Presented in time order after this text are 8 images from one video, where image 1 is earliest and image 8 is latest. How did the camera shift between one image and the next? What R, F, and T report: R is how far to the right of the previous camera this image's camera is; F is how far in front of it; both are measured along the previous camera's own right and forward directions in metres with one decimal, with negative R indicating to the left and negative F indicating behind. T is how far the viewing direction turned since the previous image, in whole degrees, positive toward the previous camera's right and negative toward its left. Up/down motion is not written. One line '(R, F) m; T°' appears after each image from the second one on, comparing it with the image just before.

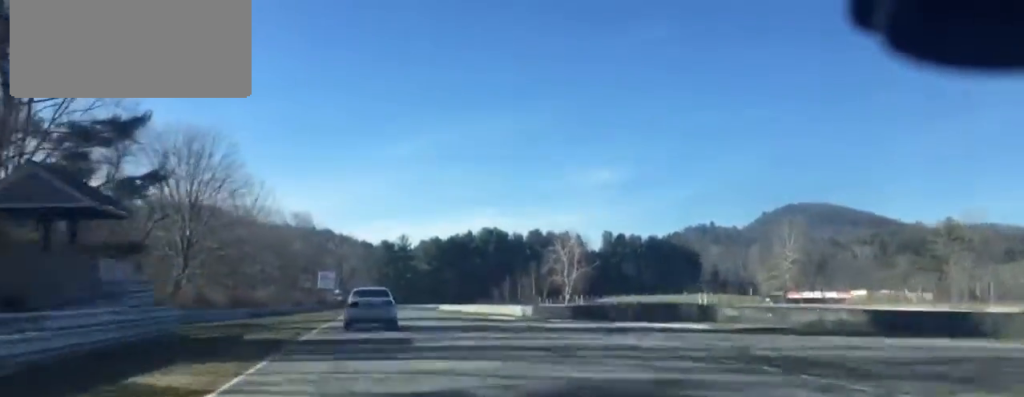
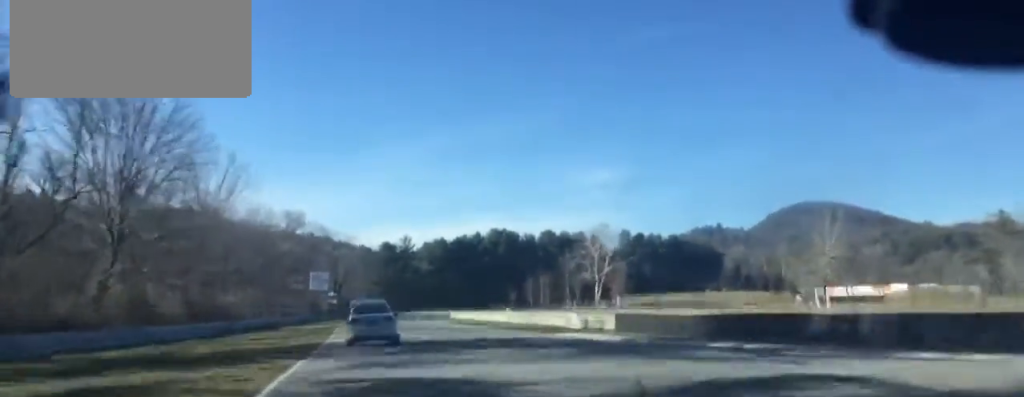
(+0.1, +23.7) m; 0°
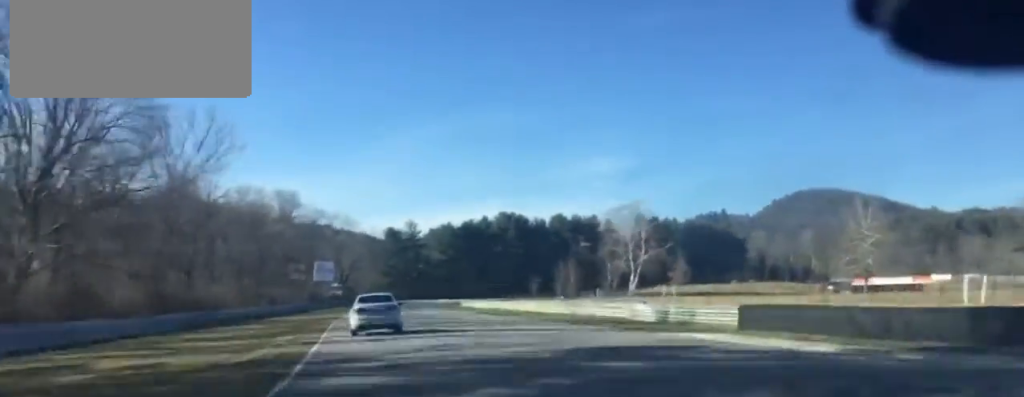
(0.0, +15.9) m; -1°
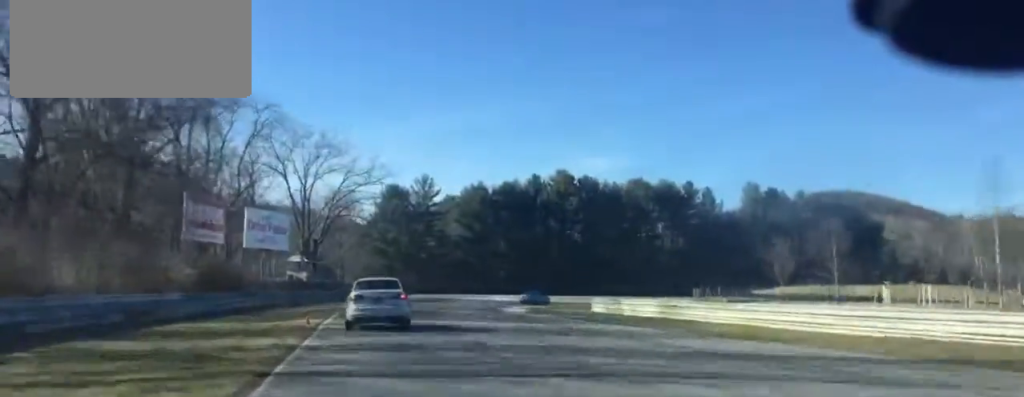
(-1.7, +89.0) m; 0°
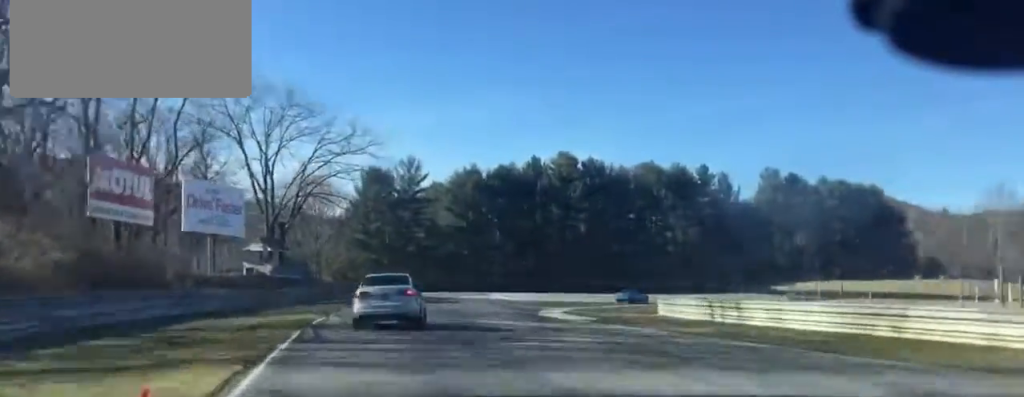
(-0.4, +20.3) m; +2°
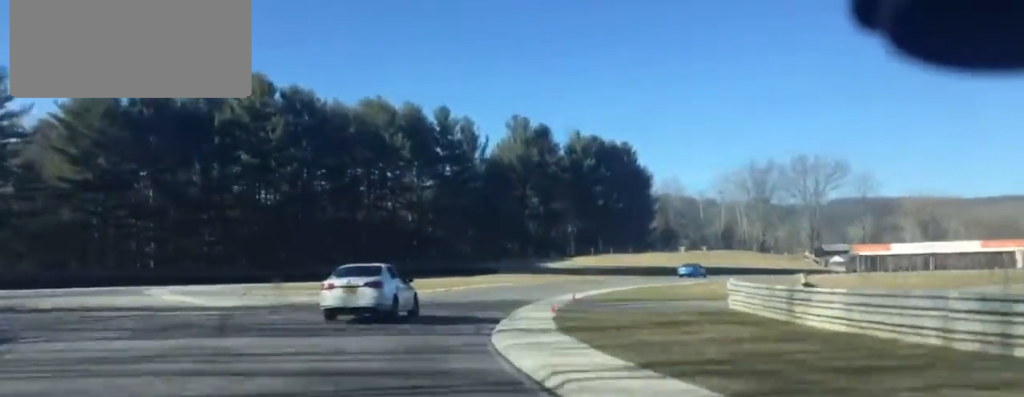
(+7.6, +50.7) m; +16°
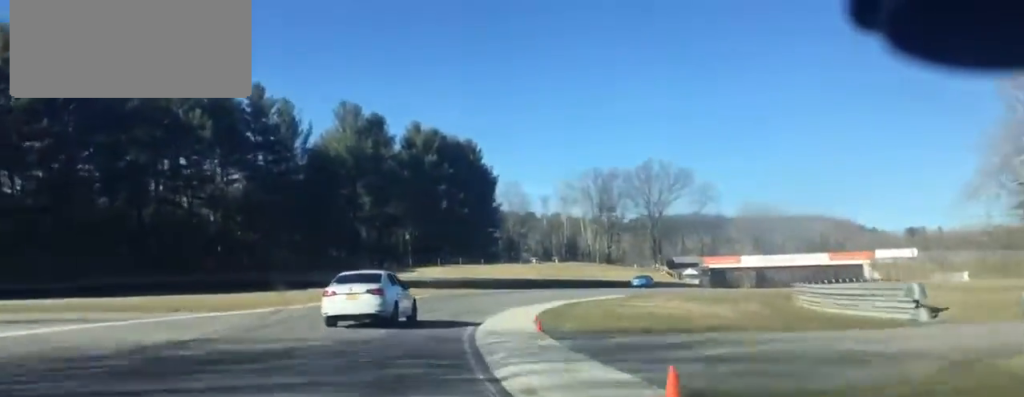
(+1.1, +20.5) m; +11°
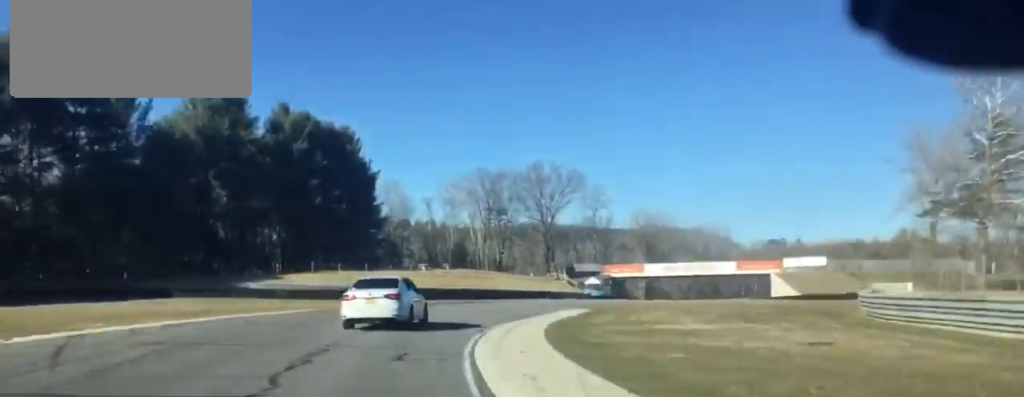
(-1.5, +17.4) m; +13°
